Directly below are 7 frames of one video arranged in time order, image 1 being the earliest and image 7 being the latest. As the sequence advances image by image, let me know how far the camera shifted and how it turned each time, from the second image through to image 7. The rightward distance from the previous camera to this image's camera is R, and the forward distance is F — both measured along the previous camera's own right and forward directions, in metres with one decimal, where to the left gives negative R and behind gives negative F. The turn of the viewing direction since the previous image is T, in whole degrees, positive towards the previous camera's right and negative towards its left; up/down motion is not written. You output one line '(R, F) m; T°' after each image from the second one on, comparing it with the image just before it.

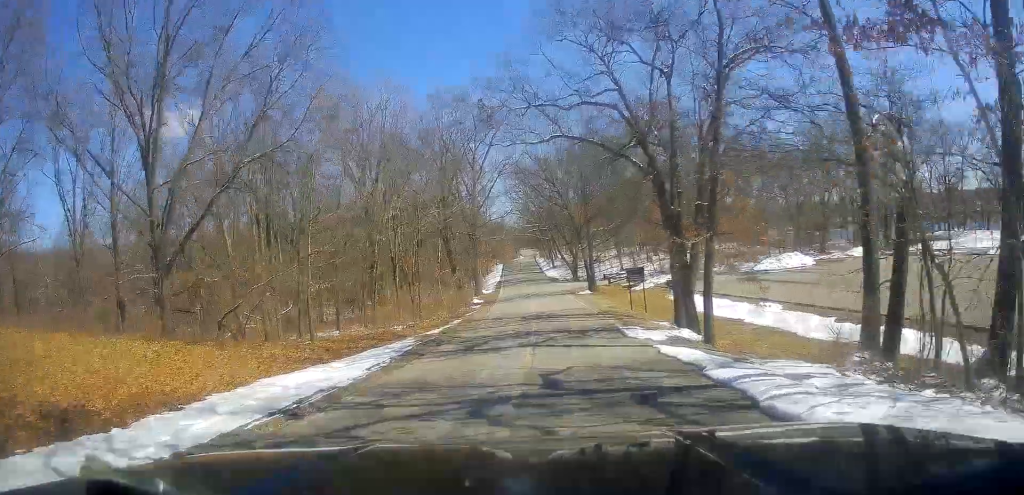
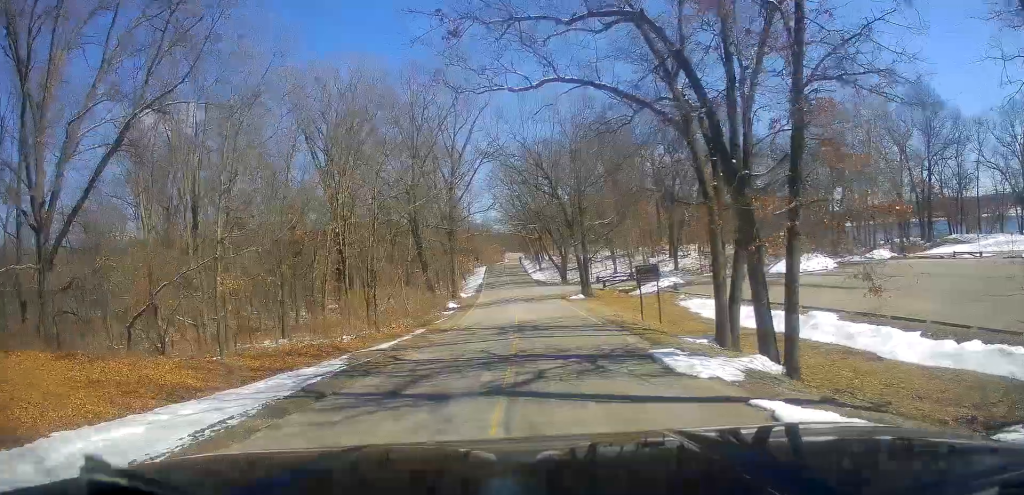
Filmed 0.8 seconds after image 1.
(-0.3, +8.6) m; 0°
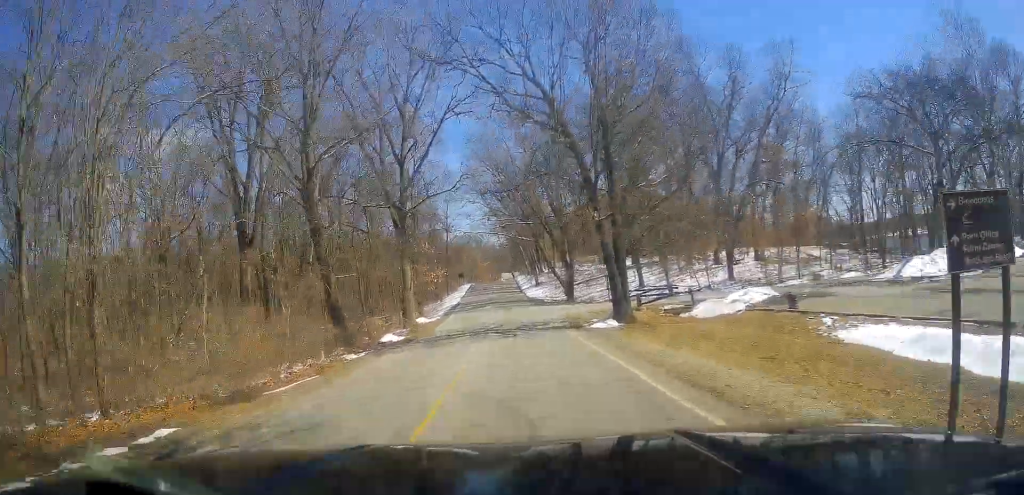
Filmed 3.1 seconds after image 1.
(+0.9, +24.5) m; 0°
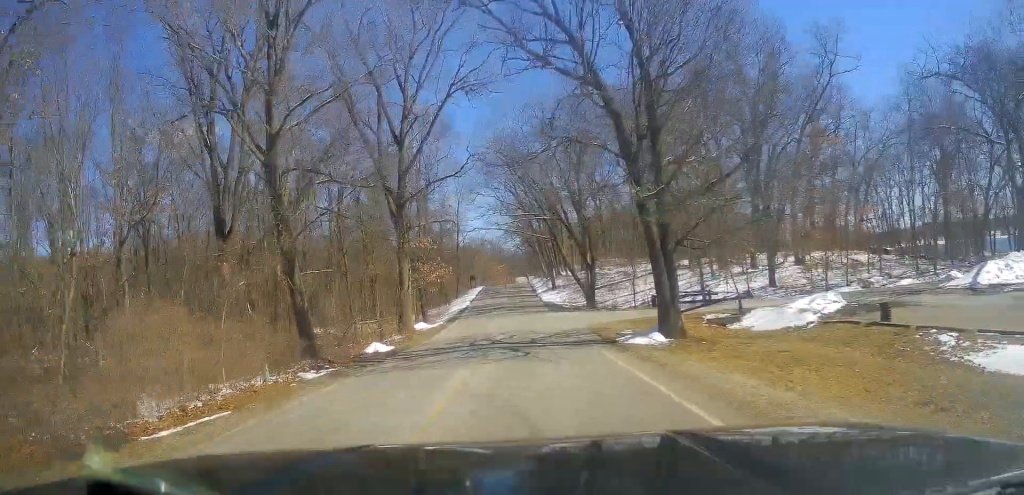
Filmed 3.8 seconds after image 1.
(-0.3, +6.6) m; 0°
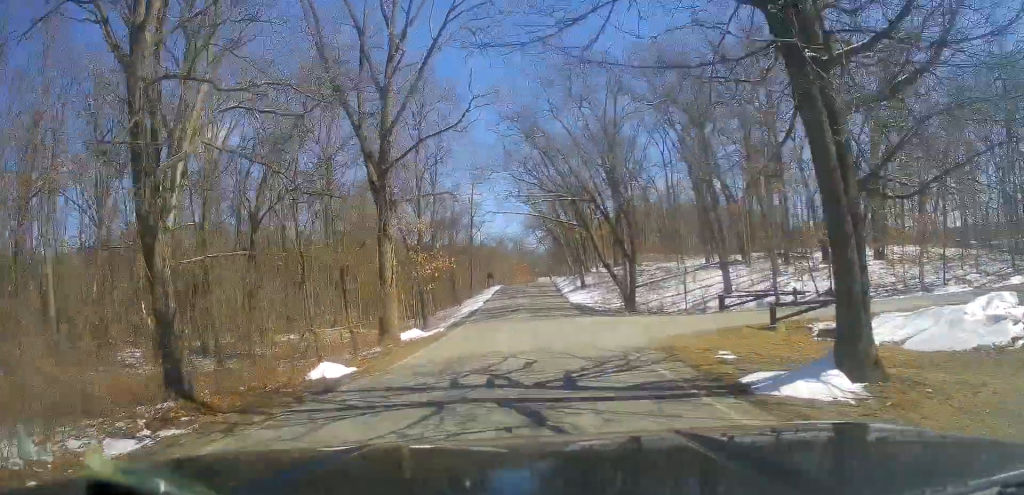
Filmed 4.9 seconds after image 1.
(+0.1, +11.1) m; 0°
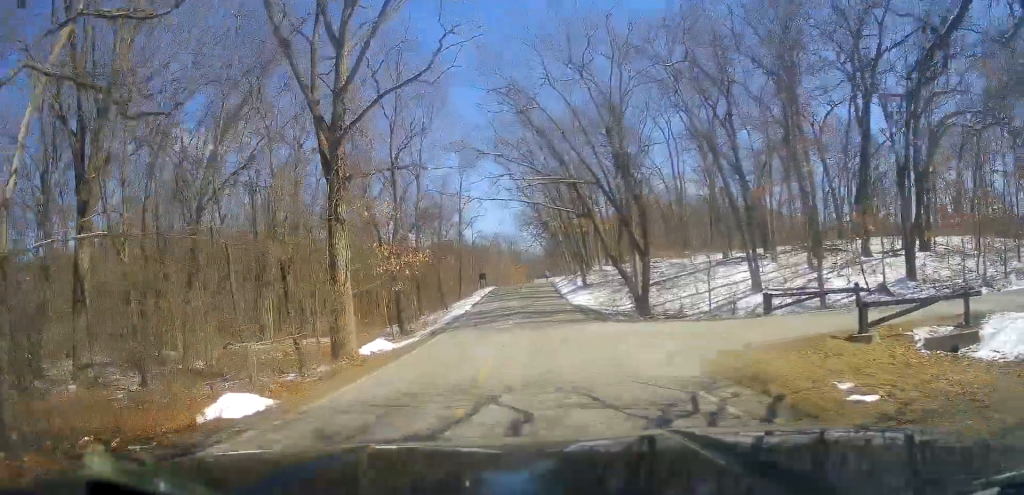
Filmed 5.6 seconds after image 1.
(-0.1, +7.2) m; 0°
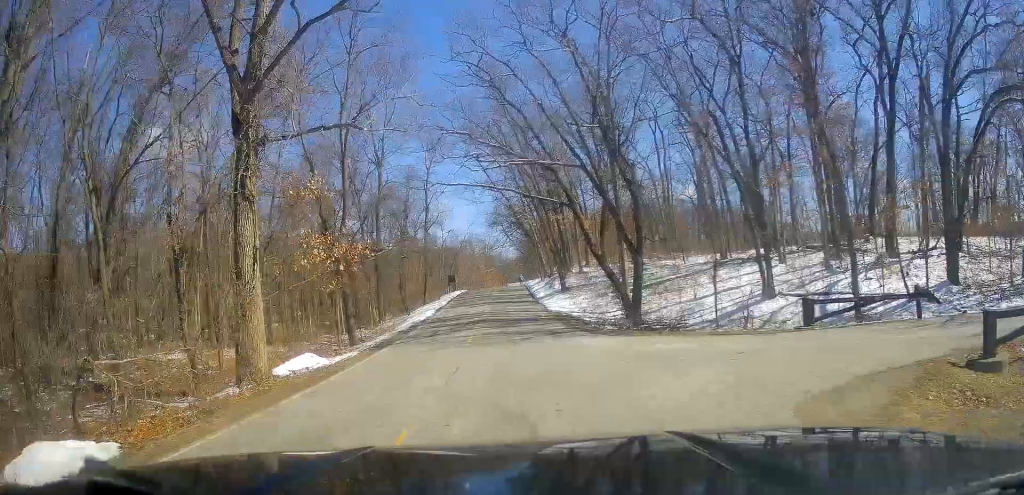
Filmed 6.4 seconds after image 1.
(-0.2, +6.7) m; +2°
